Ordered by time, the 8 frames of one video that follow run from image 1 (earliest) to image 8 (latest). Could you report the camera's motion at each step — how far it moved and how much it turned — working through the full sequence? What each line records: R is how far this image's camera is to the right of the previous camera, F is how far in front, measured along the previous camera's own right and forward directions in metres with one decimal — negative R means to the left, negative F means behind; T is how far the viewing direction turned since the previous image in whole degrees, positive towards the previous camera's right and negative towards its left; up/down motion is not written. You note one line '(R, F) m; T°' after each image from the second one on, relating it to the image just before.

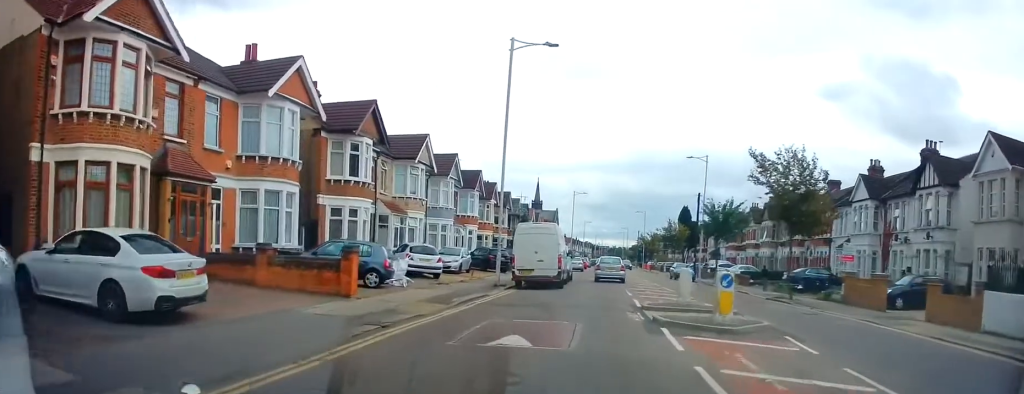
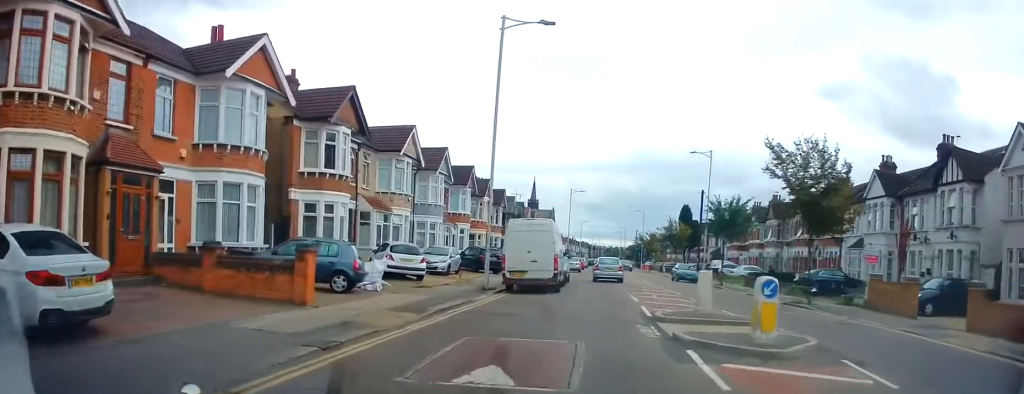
(0.0, +2.4) m; 0°
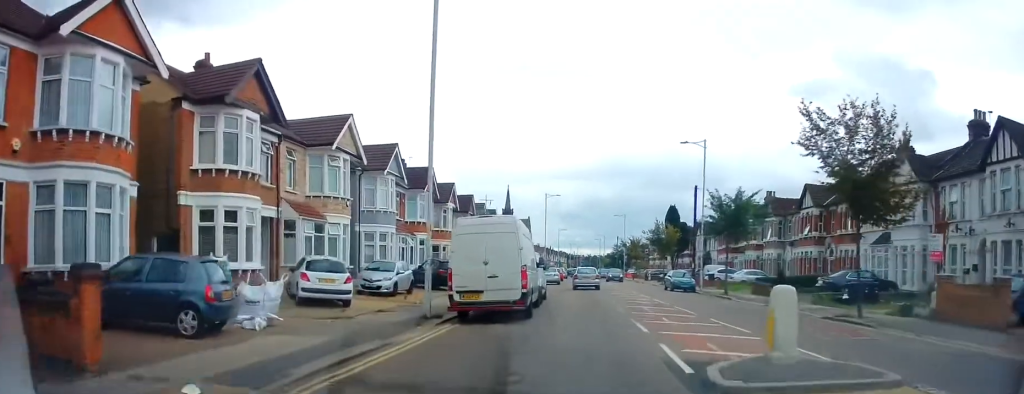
(0.0, +5.9) m; 0°
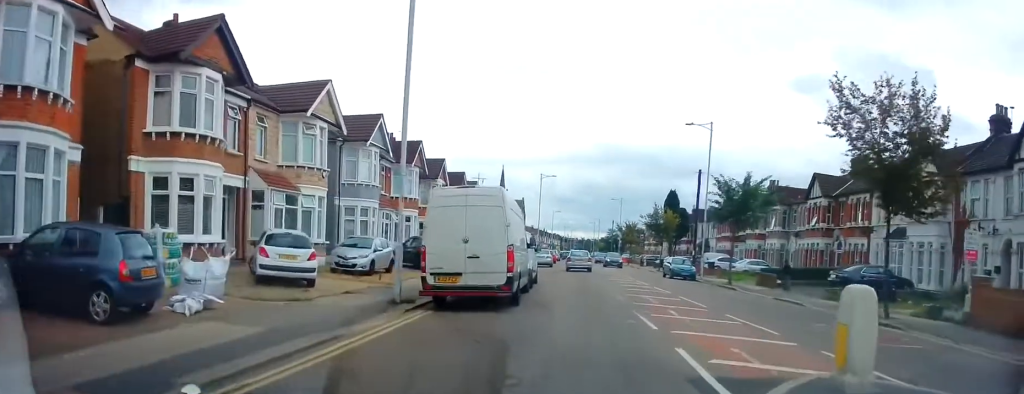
(0.0, +2.2) m; 0°
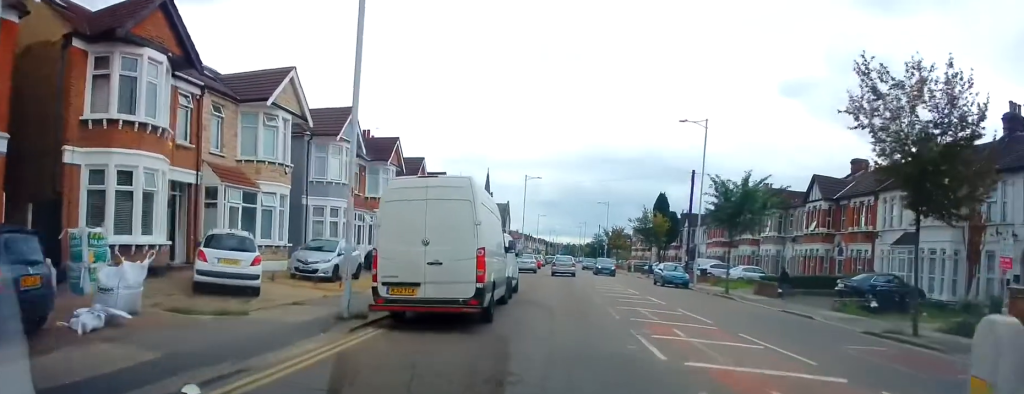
(0.0, +2.2) m; +2°
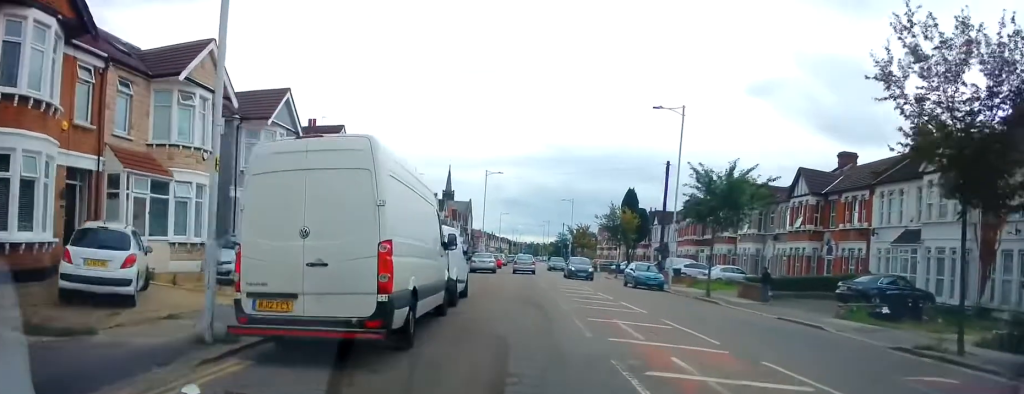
(0.0, +3.3) m; +2°
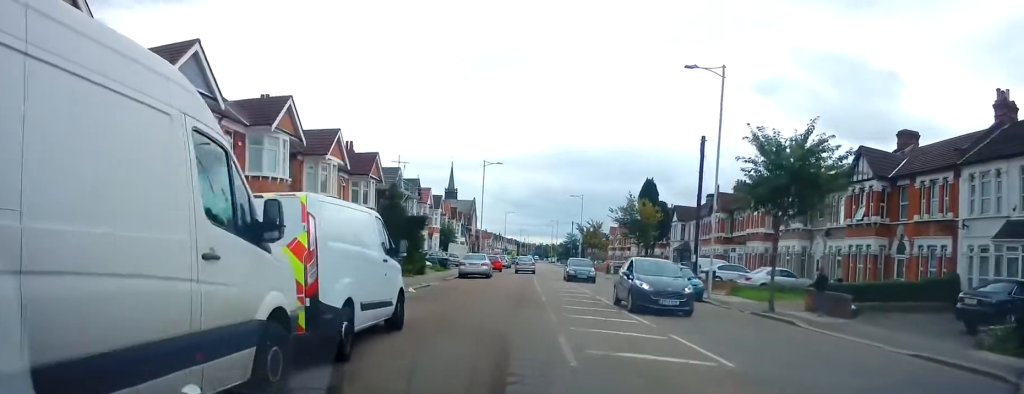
(0.0, +7.6) m; -1°
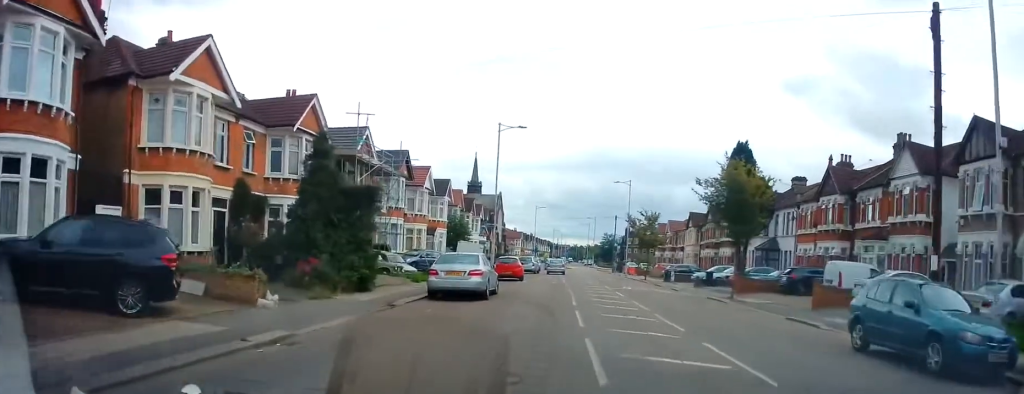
(-0.2, +16.4) m; -1°
